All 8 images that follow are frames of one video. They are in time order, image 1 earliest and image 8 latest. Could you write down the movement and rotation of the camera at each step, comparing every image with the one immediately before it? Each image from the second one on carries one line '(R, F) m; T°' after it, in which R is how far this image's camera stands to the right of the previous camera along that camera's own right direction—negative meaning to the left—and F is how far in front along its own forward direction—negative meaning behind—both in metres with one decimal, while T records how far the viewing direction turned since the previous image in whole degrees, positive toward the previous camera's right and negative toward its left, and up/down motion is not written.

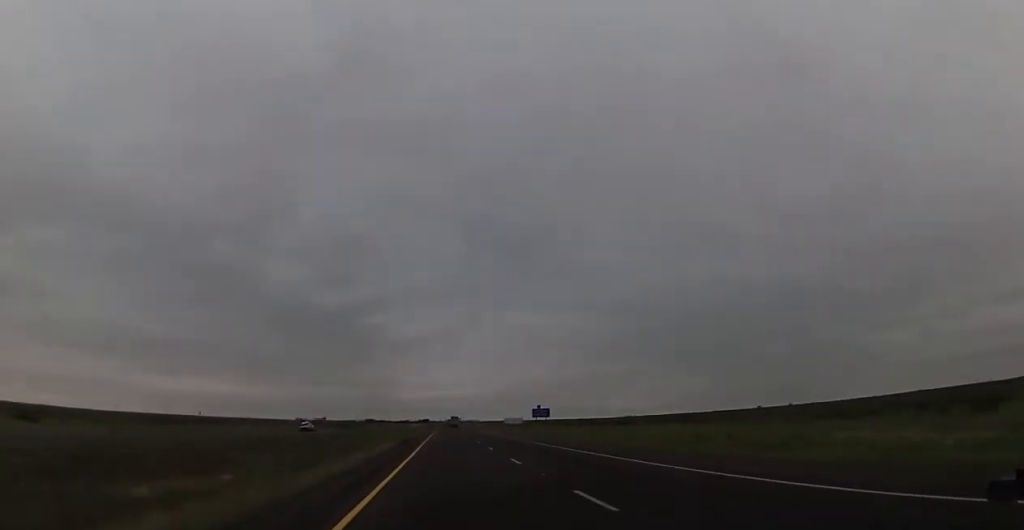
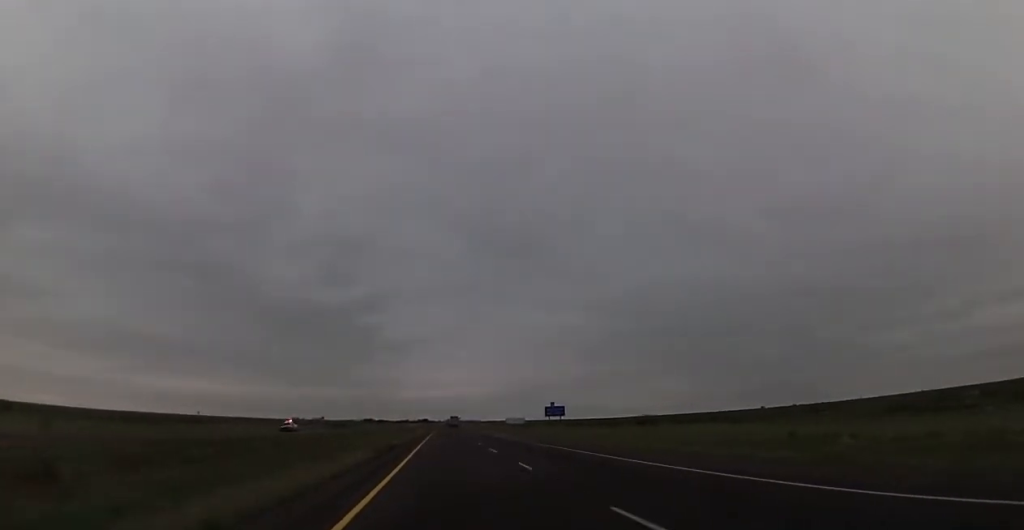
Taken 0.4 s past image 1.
(0.0, +14.8) m; 0°
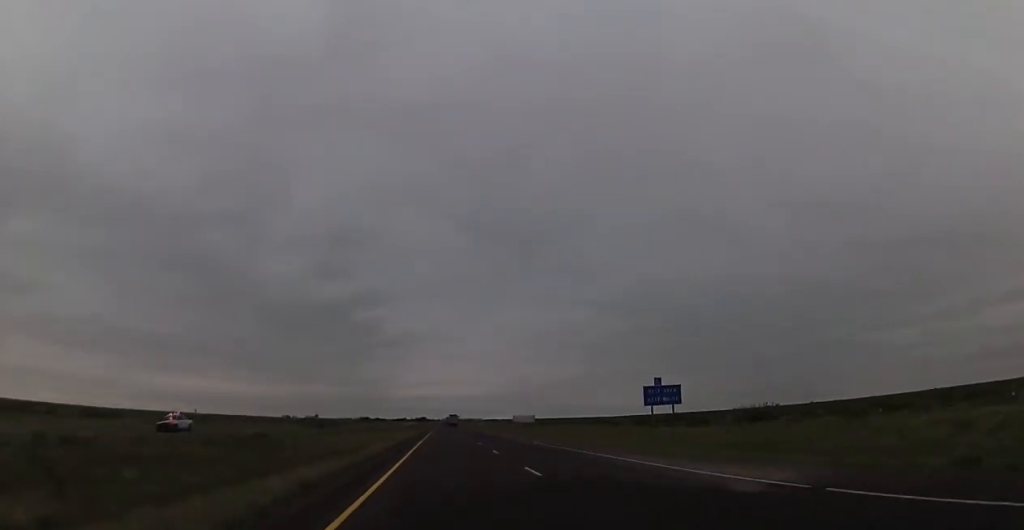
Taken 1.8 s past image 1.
(0.0, +50.6) m; 0°
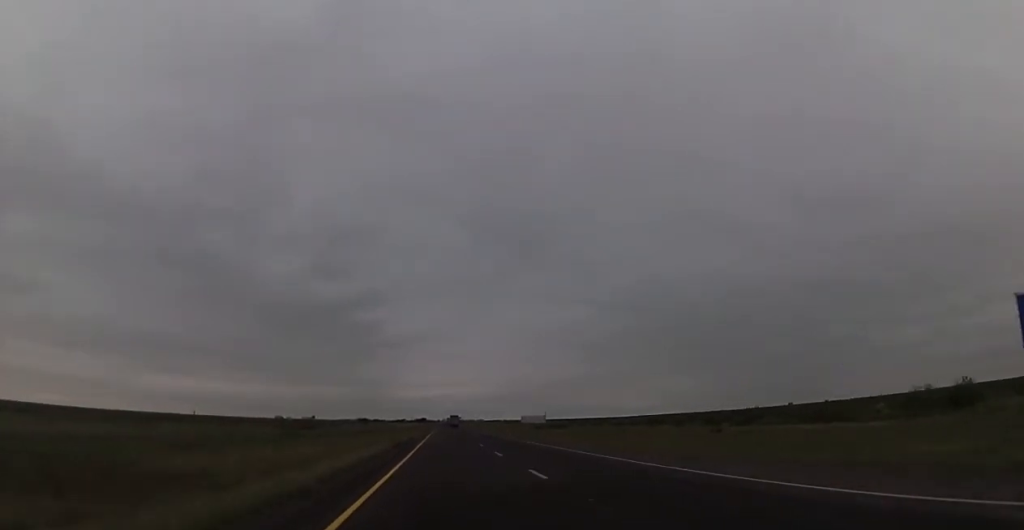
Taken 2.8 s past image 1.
(+0.1, +37.1) m; 0°
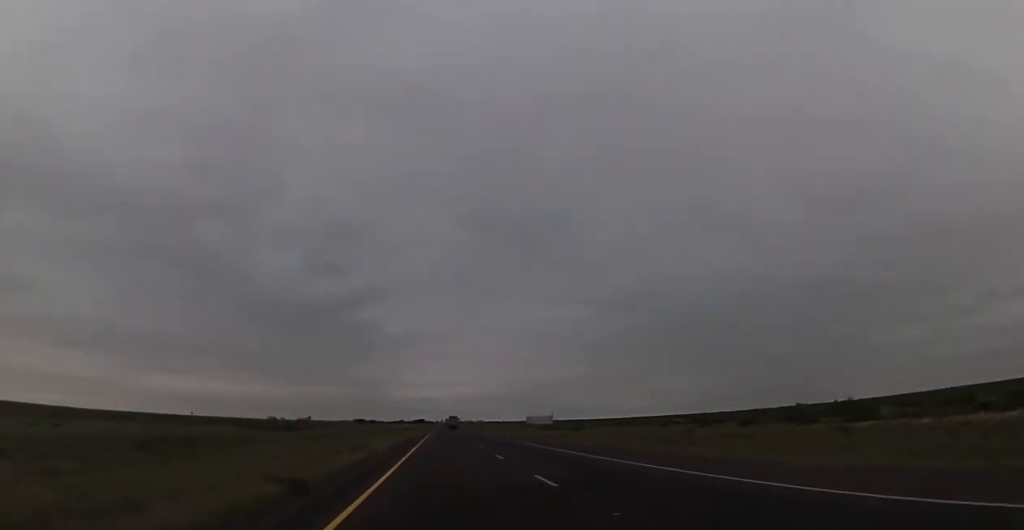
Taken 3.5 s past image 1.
(-0.1, +26.0) m; 0°
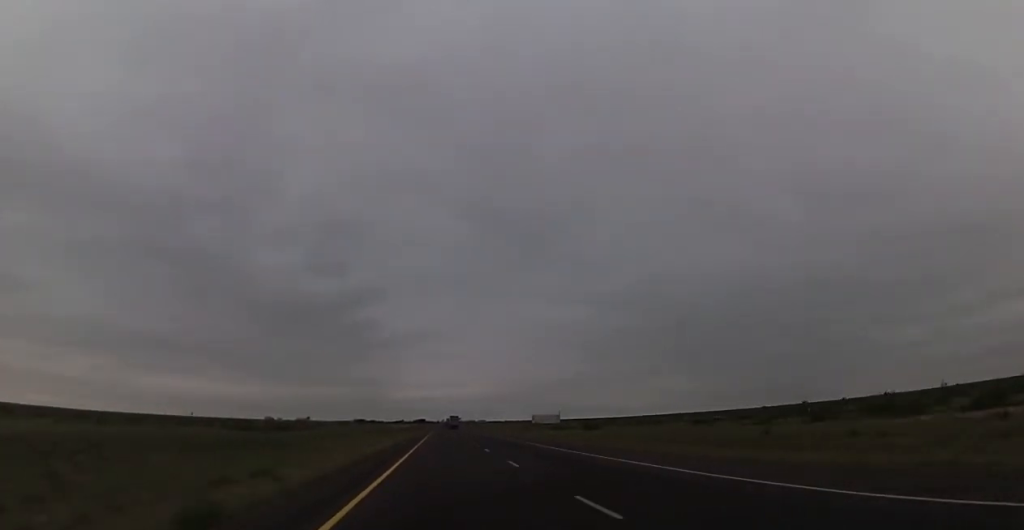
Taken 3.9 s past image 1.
(0.0, +17.4) m; 0°
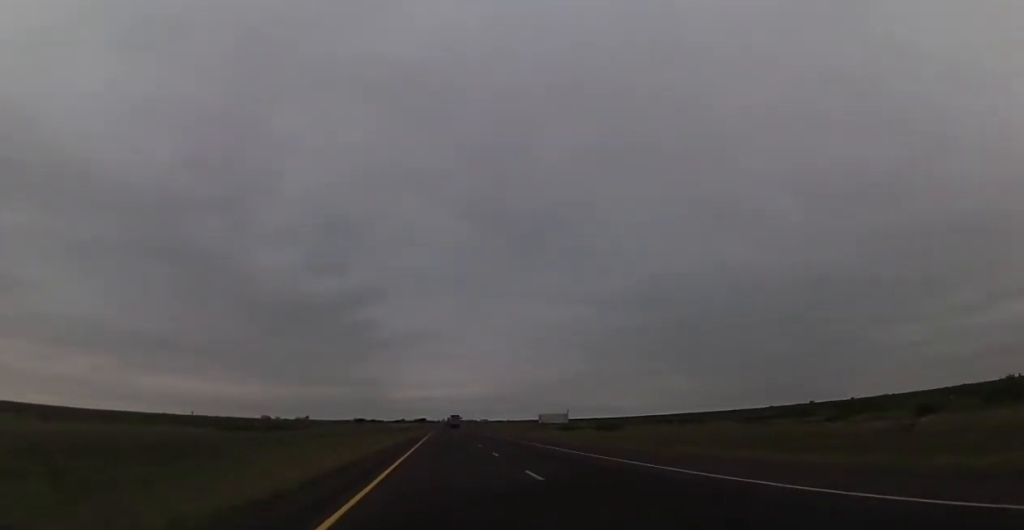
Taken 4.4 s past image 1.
(+0.1, +17.3) m; 0°
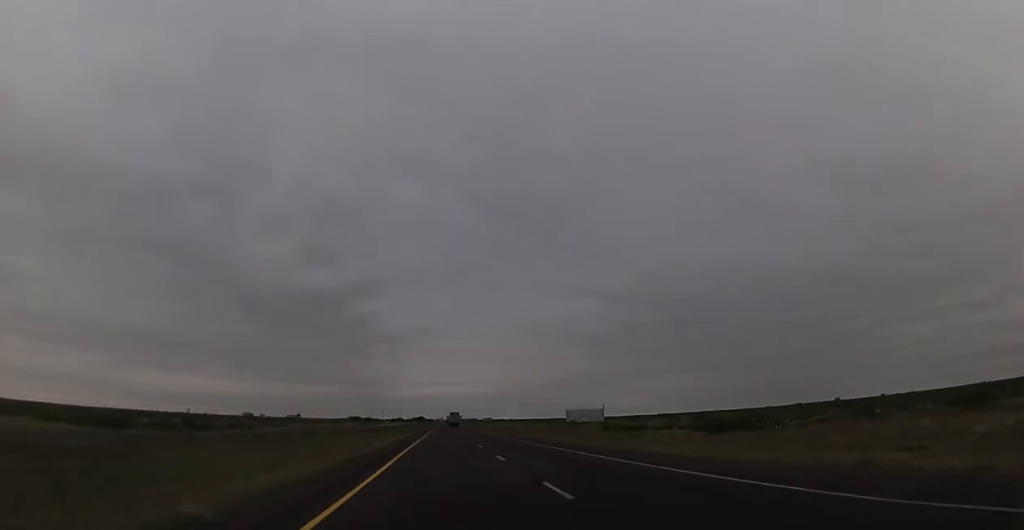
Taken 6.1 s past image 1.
(-0.5, +64.5) m; 0°
